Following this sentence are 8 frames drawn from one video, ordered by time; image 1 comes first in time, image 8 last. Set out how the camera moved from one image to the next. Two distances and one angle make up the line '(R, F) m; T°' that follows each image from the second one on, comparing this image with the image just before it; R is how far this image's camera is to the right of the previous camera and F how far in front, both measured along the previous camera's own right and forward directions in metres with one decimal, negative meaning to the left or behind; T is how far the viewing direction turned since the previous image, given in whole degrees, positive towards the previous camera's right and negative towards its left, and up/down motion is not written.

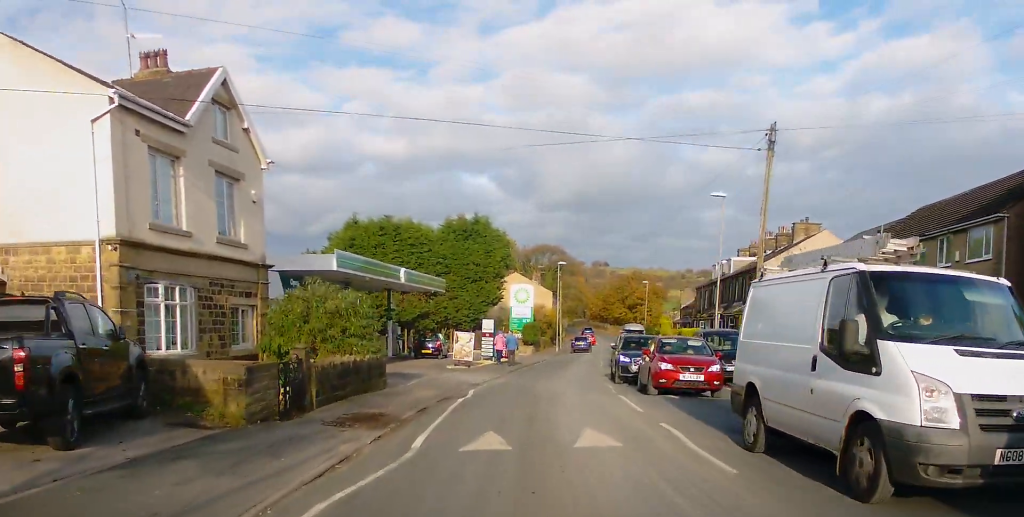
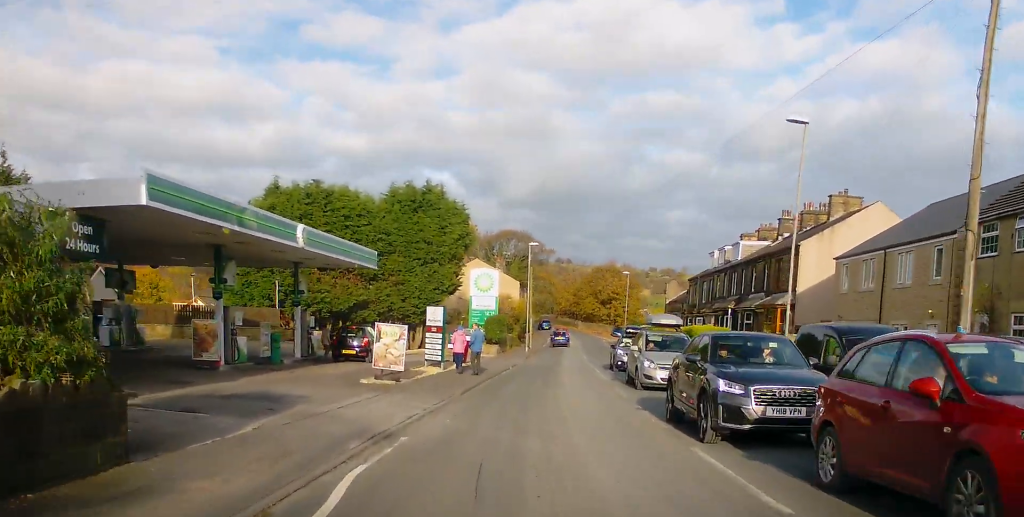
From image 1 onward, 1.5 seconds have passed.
(-0.2, +13.9) m; -1°
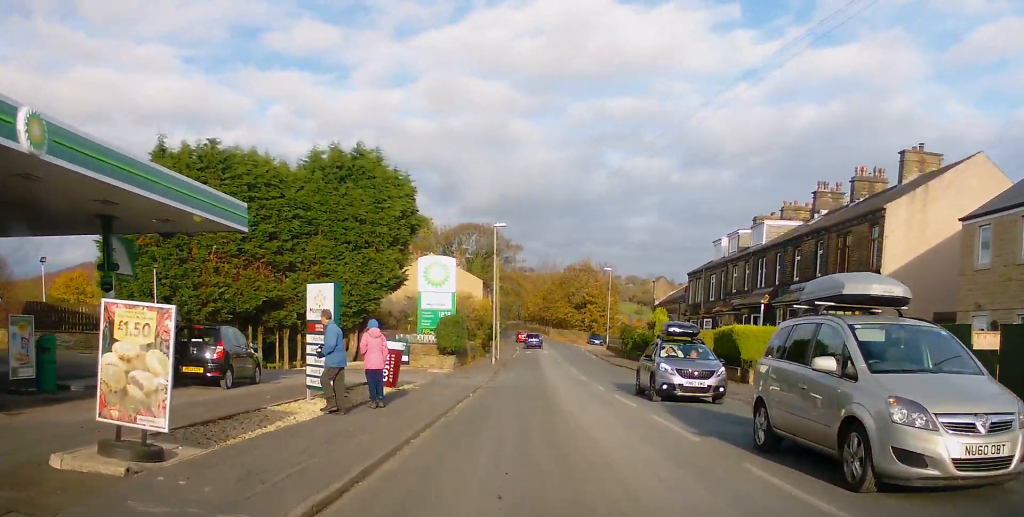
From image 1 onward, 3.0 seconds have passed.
(+0.3, +14.3) m; +4°
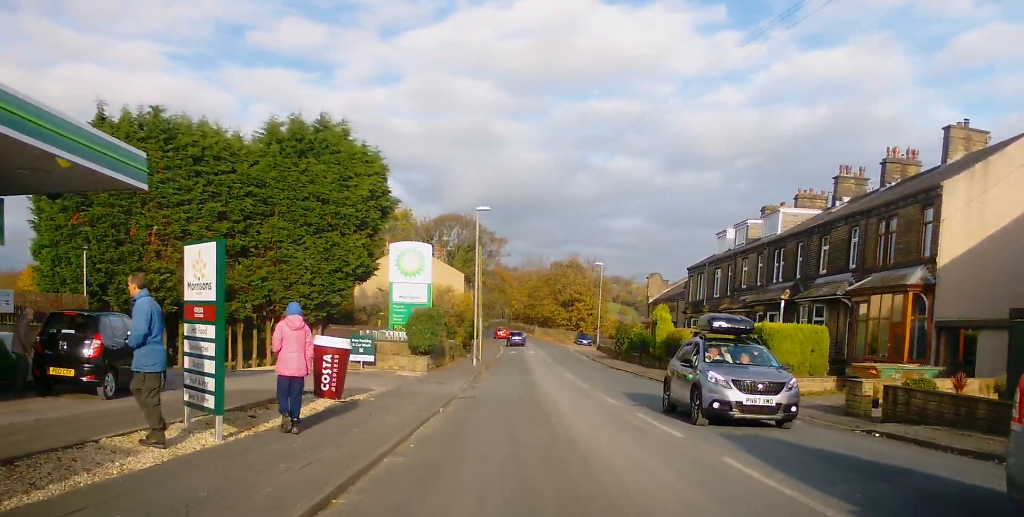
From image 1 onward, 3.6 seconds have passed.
(+0.2, +5.4) m; +2°
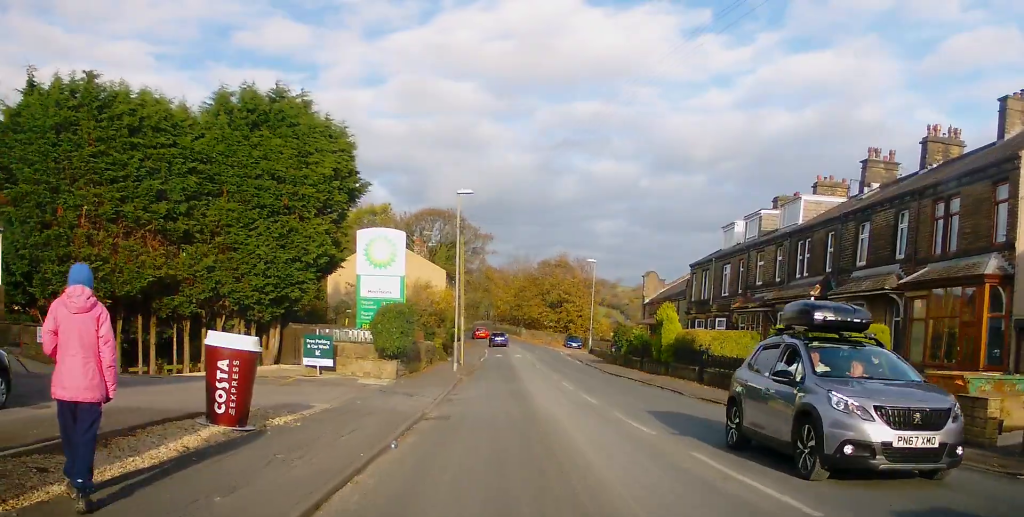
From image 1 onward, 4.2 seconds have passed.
(+0.1, +5.3) m; +1°
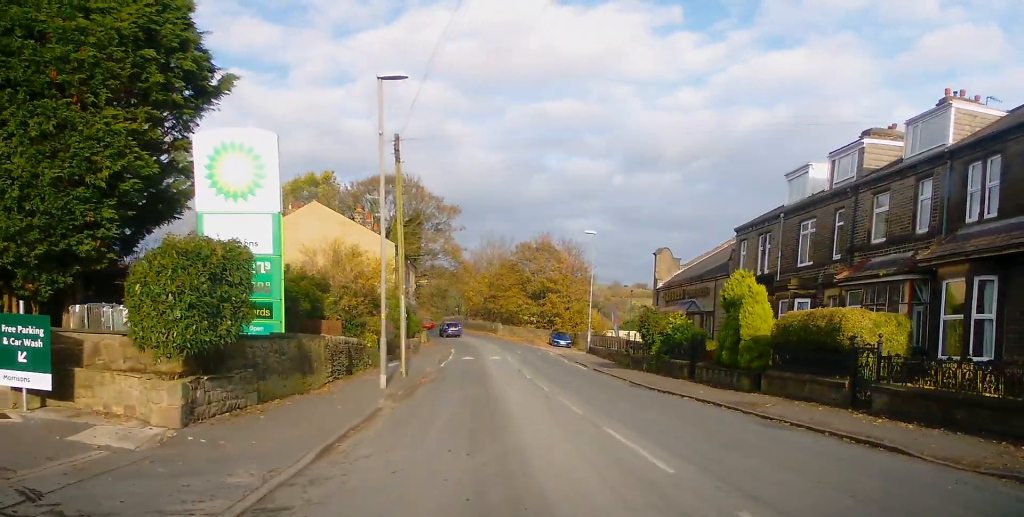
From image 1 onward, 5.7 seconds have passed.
(+0.4, +16.0) m; +1°
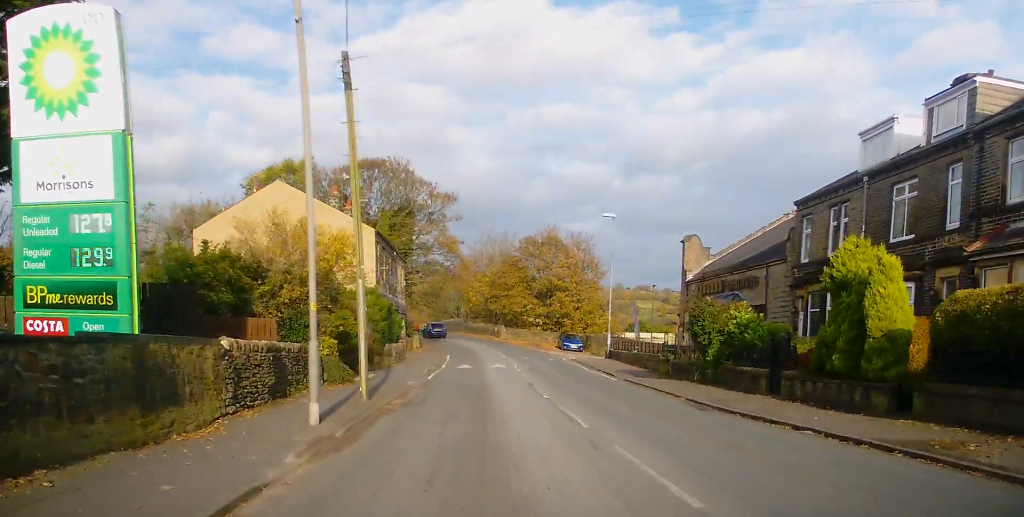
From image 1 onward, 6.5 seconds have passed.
(-0.2, +8.0) m; -1°
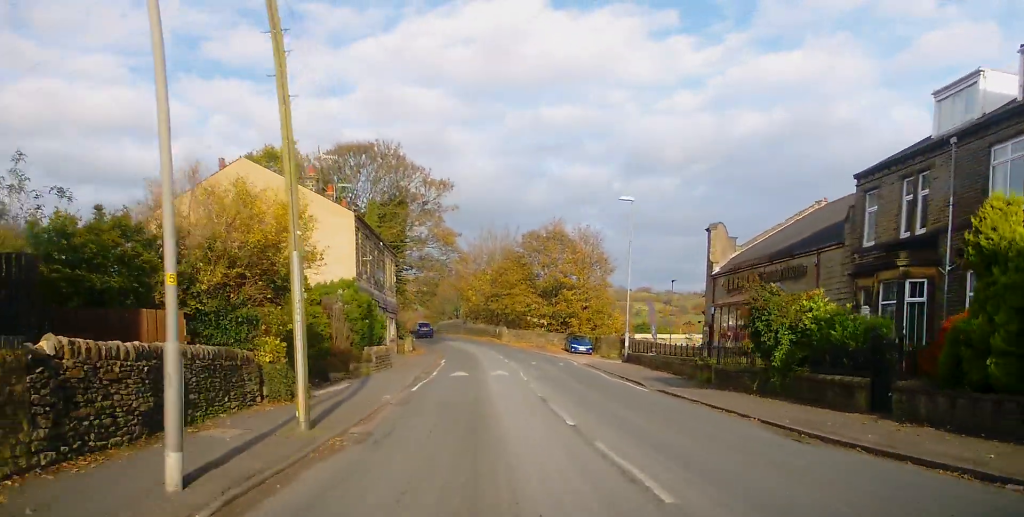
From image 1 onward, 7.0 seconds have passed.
(0.0, +5.5) m; 0°
